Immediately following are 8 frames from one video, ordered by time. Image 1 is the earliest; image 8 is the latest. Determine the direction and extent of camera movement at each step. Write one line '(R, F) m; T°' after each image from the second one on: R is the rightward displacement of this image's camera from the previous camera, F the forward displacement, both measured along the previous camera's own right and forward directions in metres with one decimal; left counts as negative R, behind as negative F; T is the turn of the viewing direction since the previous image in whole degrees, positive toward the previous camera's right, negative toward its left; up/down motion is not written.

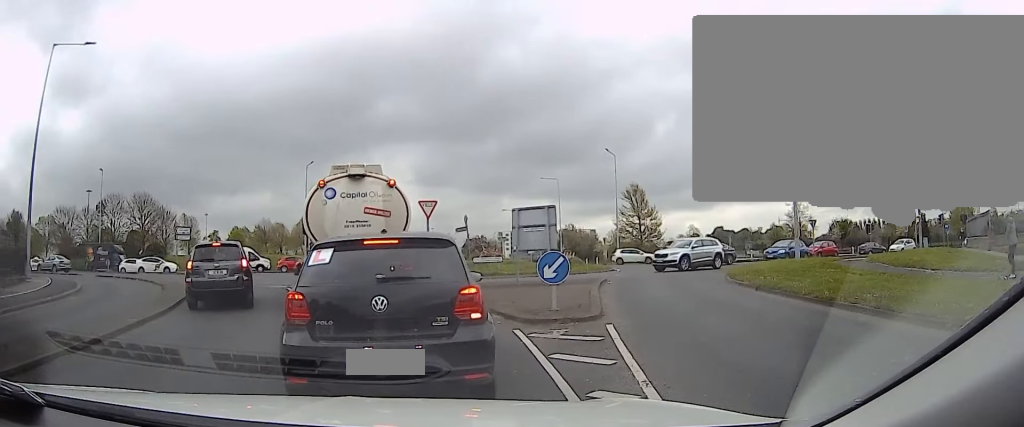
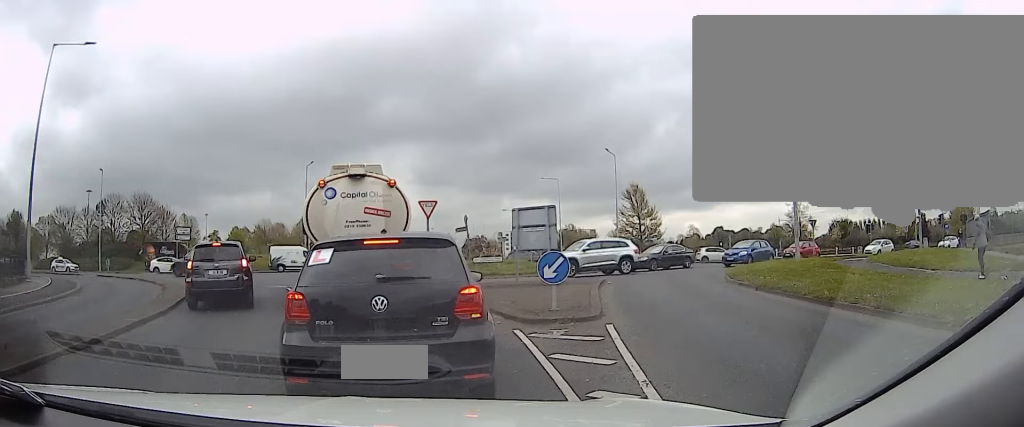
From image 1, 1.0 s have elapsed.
(+0.2, +0.3) m; 0°
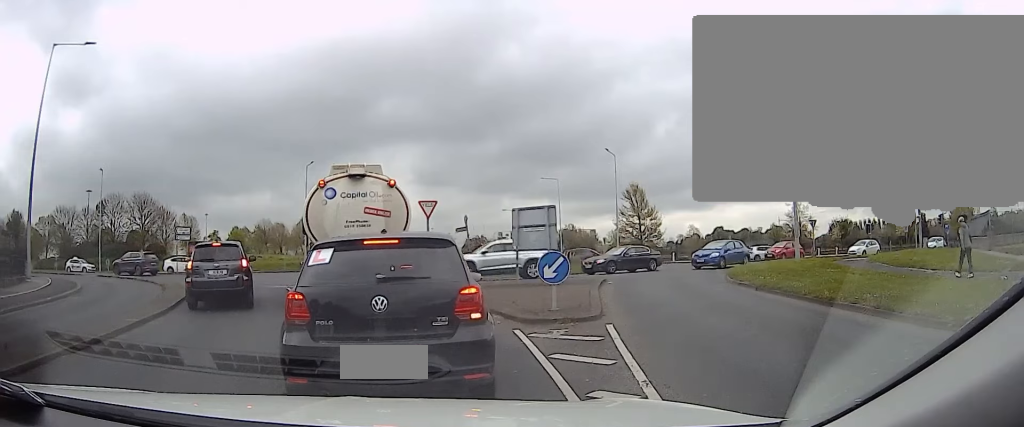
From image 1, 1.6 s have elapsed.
(+0.1, +0.1) m; 0°
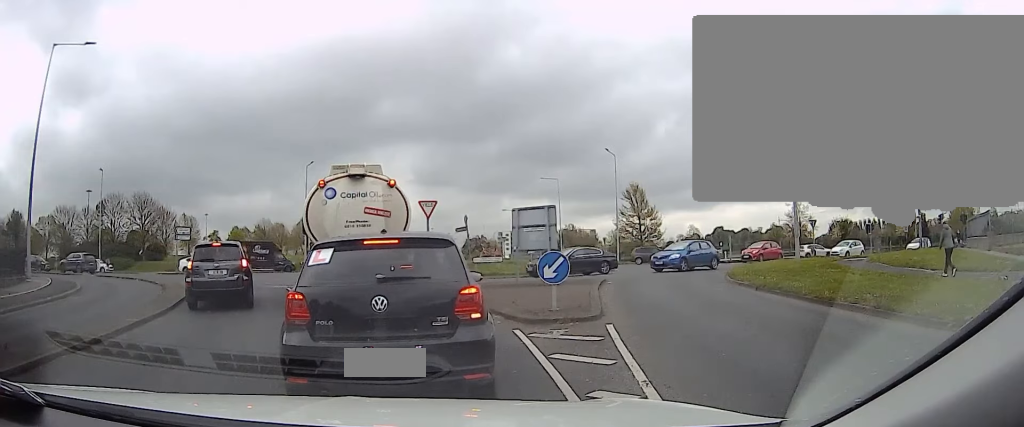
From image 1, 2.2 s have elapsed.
(+0.1, +0.1) m; 0°
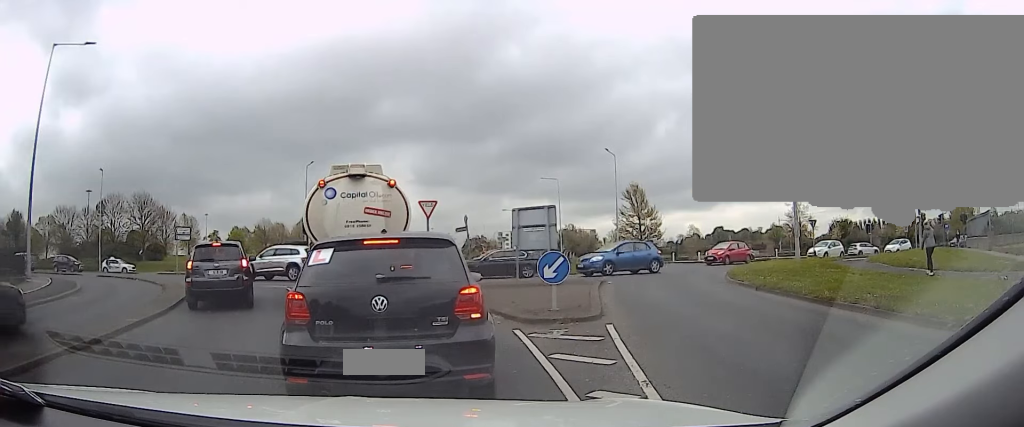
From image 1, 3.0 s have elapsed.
(+0.1, +0.1) m; 0°
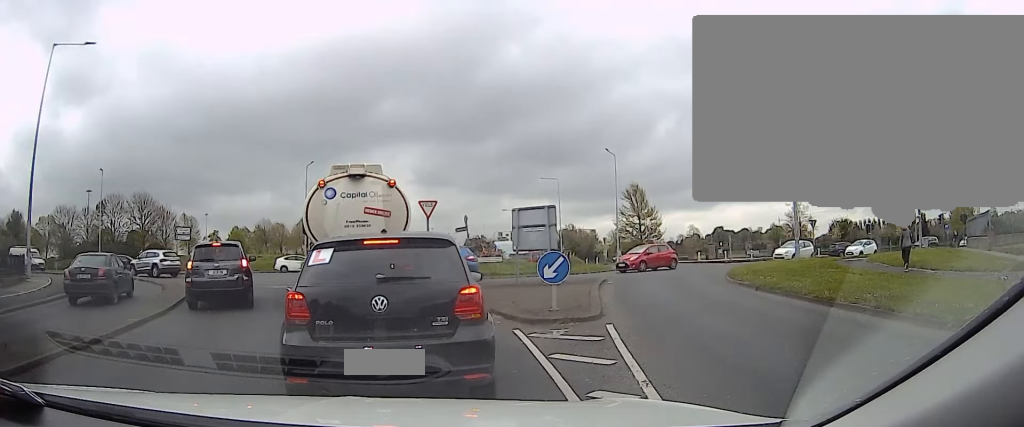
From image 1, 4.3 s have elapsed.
(+0.1, +0.2) m; 0°
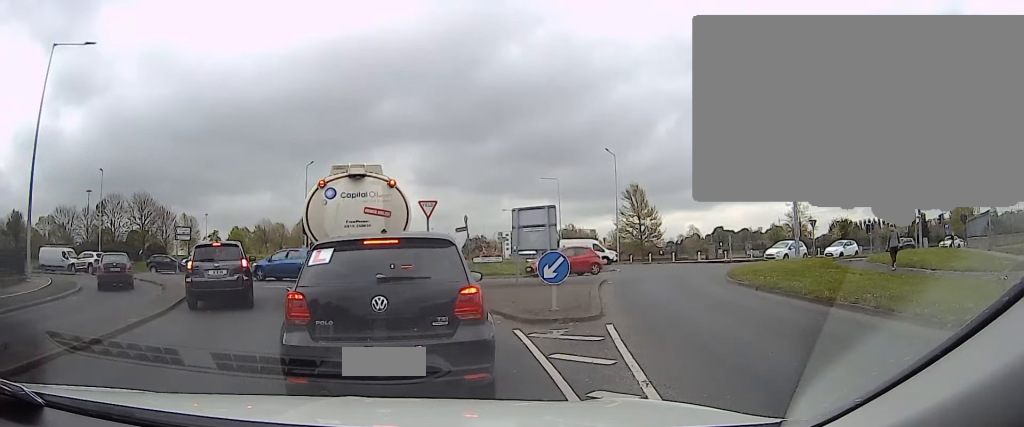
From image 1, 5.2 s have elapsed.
(+0.1, +0.1) m; 0°
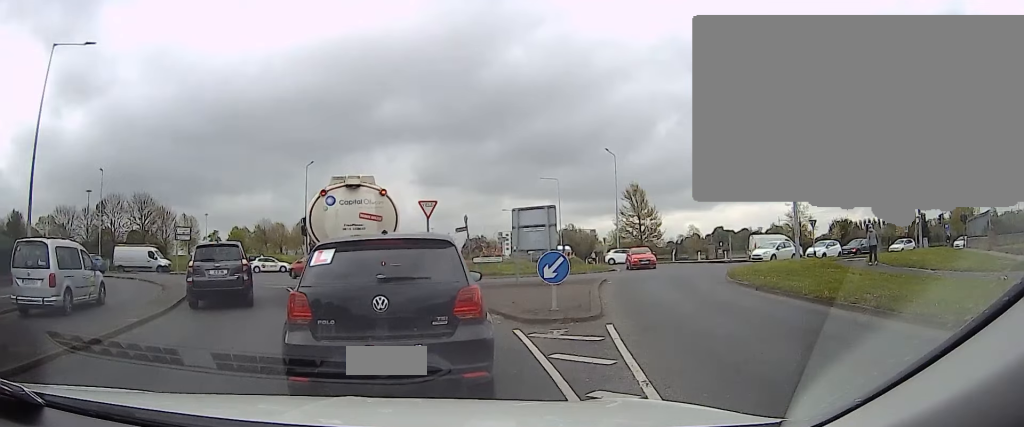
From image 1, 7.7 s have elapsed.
(+0.2, +0.4) m; 0°
